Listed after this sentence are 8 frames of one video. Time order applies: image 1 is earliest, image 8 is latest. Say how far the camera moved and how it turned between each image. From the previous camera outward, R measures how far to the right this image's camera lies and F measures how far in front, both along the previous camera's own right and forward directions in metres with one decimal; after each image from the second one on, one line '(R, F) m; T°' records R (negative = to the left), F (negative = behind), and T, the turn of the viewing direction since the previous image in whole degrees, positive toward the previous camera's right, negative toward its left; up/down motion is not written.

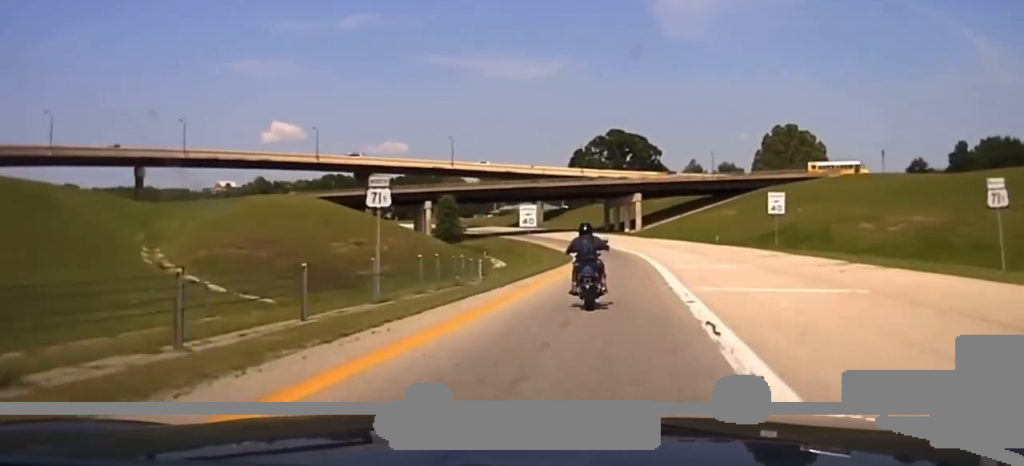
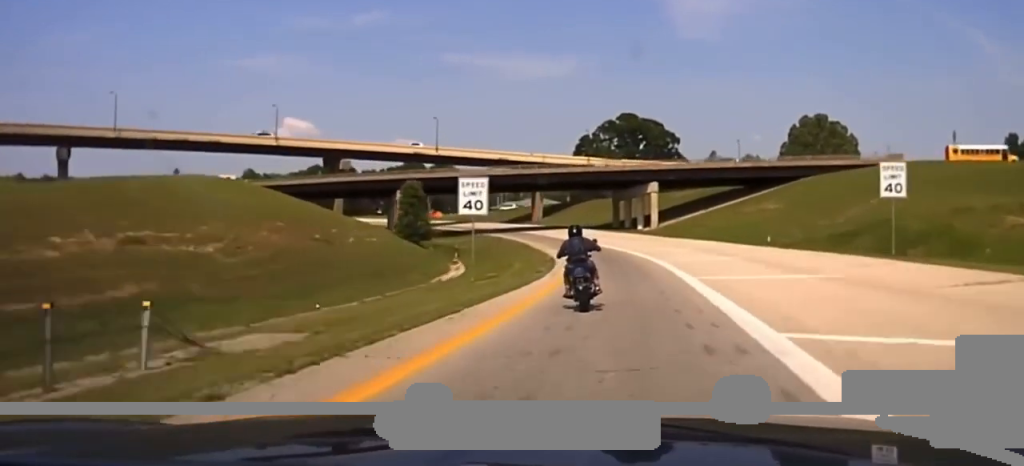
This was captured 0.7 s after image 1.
(-0.2, +21.7) m; -1°
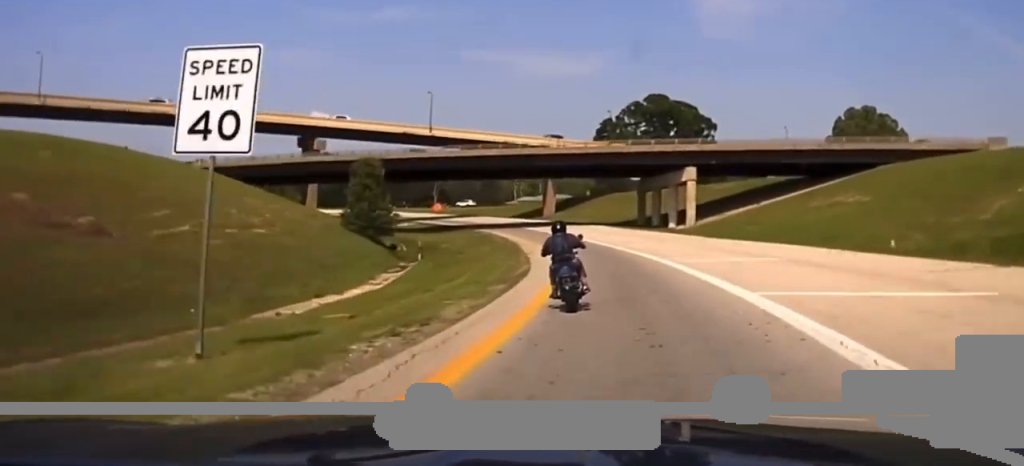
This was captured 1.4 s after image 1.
(-0.1, +21.8) m; -1°
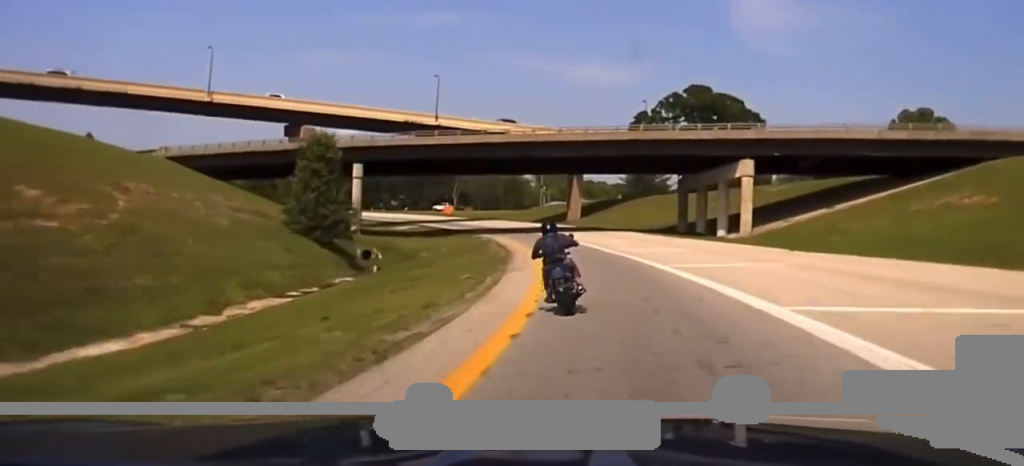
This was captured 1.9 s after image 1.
(-0.2, +17.6) m; -2°
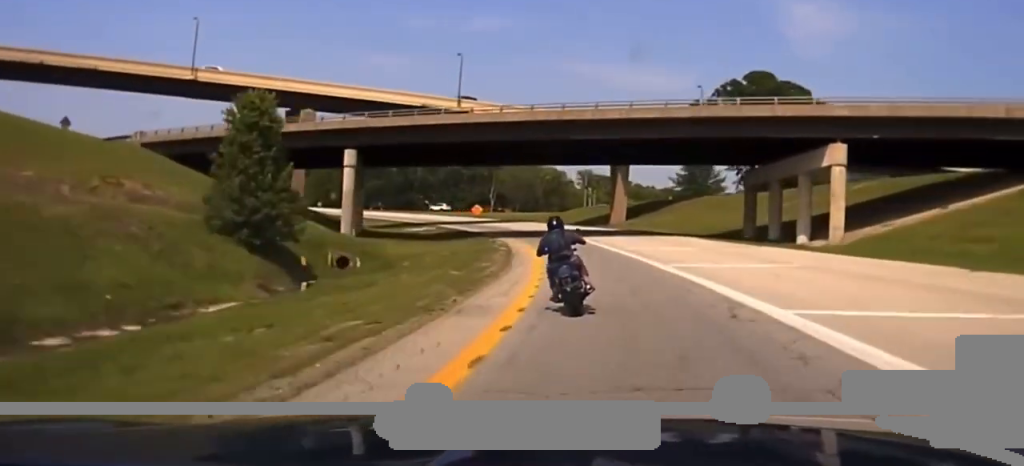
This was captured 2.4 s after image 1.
(+0.2, +15.5) m; -2°
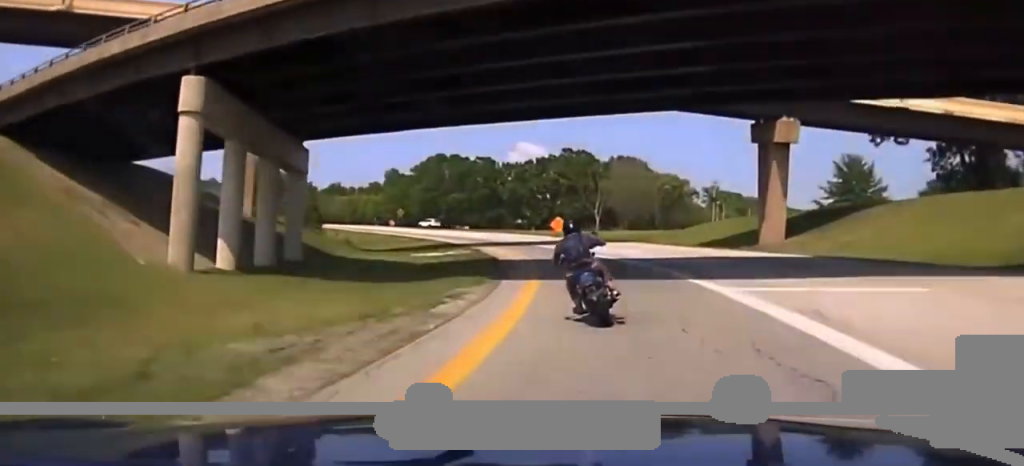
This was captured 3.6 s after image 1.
(-3.1, +41.4) m; -9°
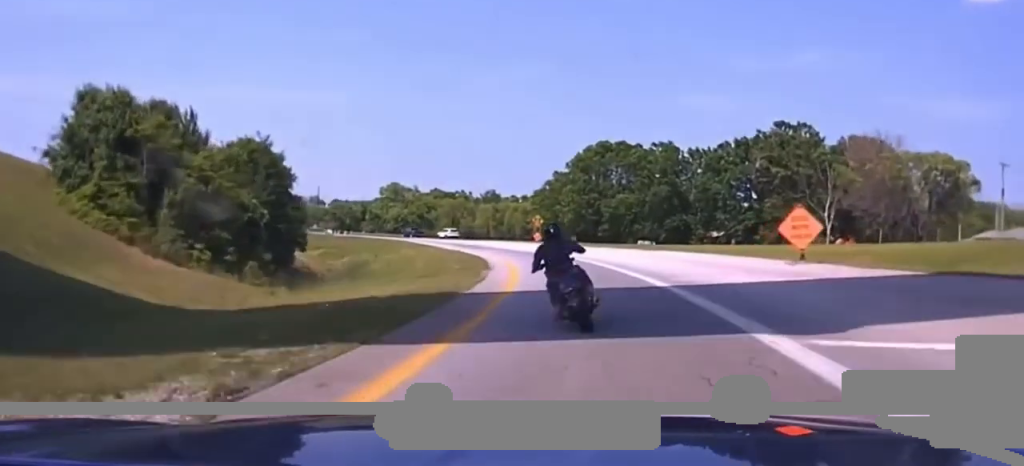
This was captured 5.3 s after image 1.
(-6.8, +60.9) m; -12°
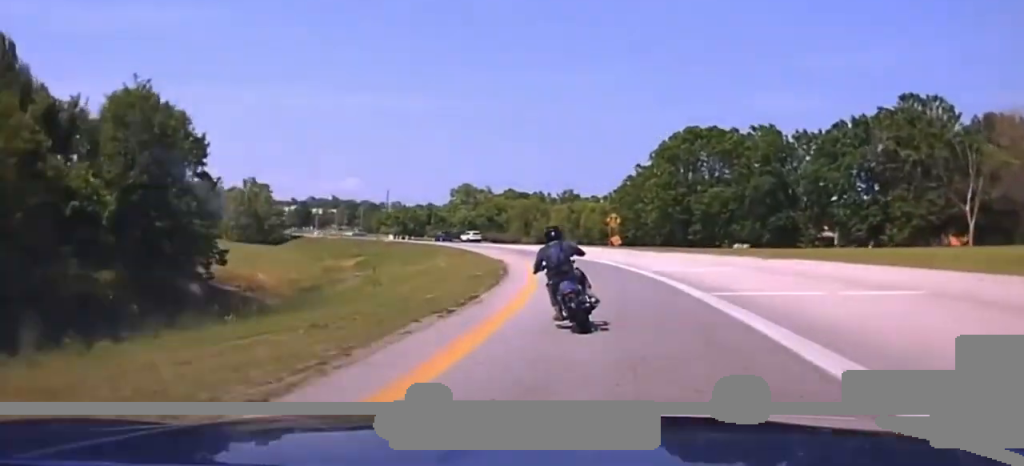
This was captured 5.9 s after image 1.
(-1.3, +22.6) m; -5°
